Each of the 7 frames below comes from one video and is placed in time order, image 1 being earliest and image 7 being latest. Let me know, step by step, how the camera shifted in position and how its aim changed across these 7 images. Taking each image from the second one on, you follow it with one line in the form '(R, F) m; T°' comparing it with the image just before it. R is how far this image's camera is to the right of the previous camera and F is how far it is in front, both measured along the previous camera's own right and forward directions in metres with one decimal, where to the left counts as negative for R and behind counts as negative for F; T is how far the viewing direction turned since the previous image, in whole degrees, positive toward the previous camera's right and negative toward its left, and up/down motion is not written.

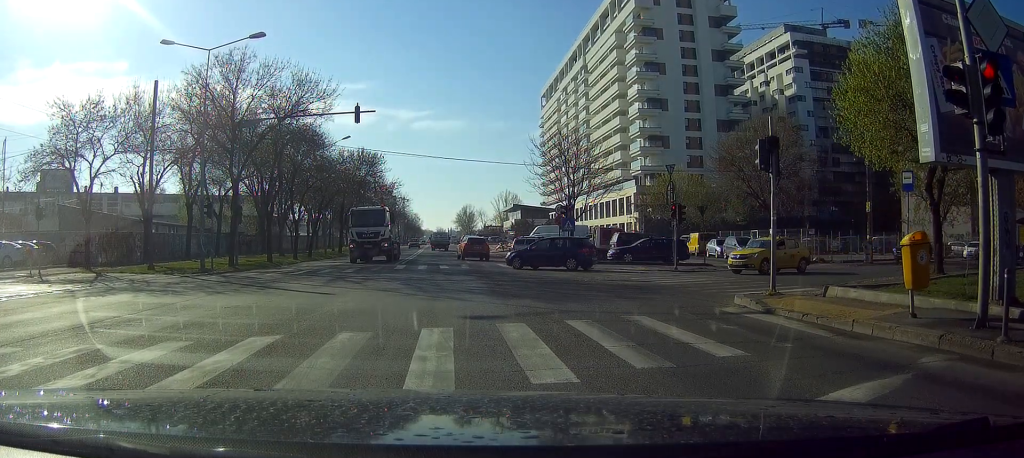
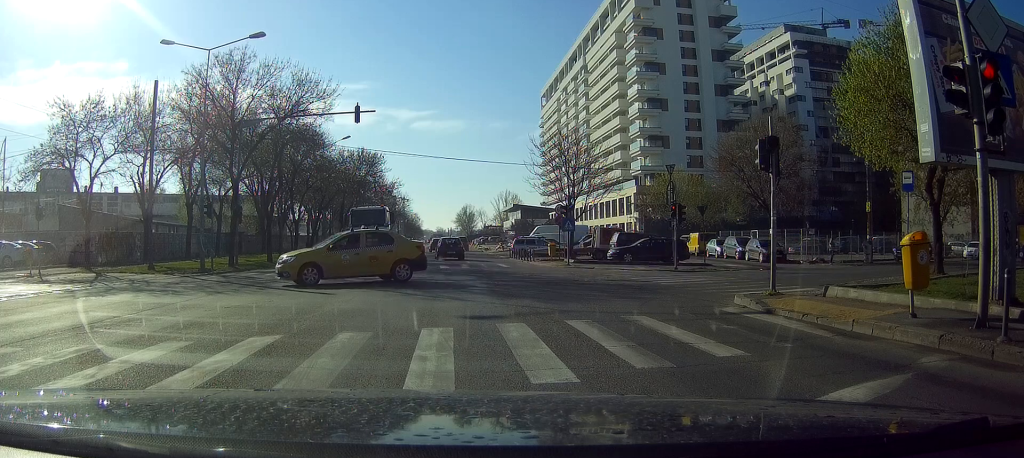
(0.0, +0.4) m; 0°
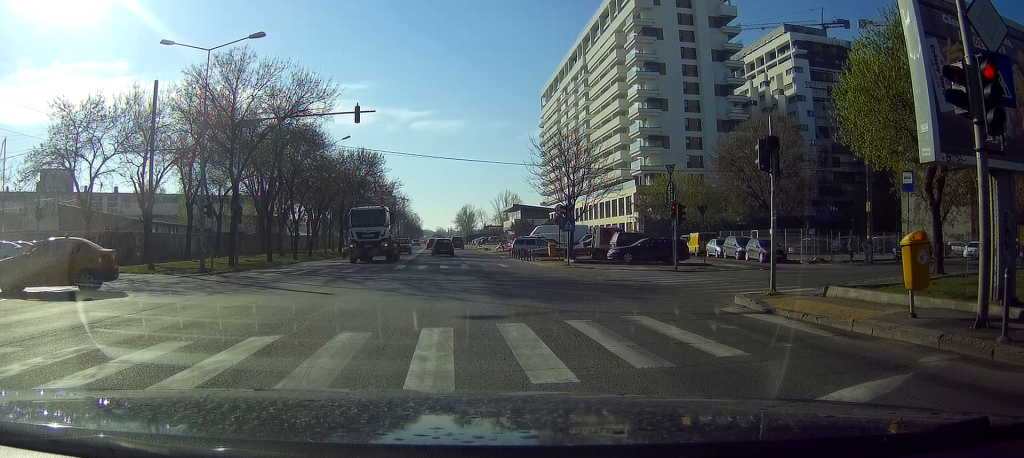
(0.0, 0.0) m; 0°
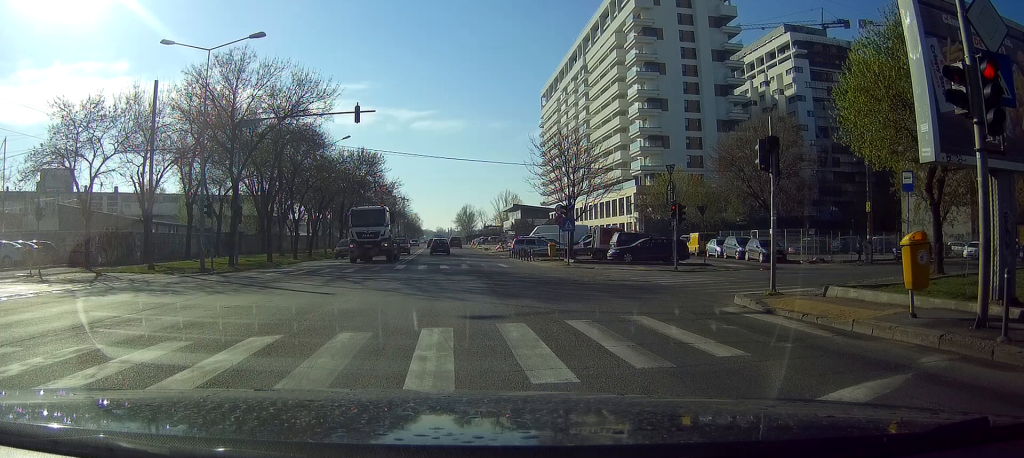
(0.0, 0.0) m; 0°
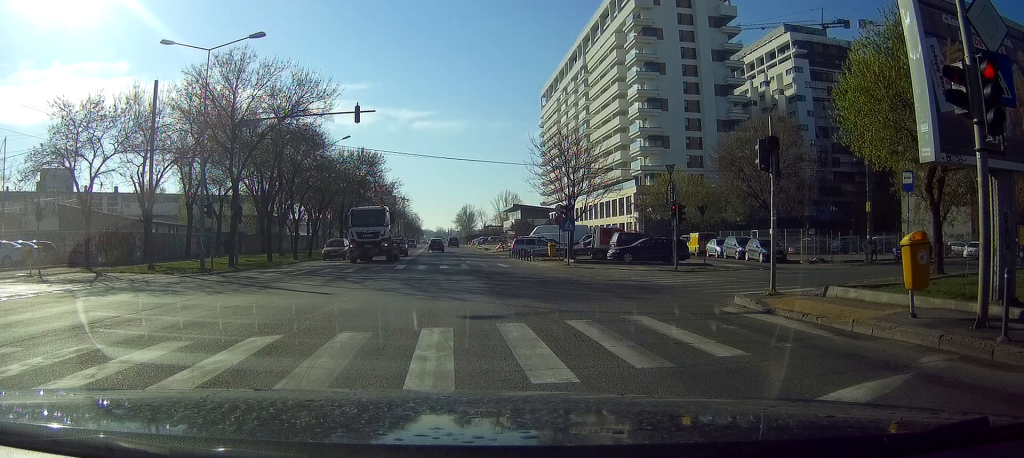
(0.0, +0.2) m; 0°
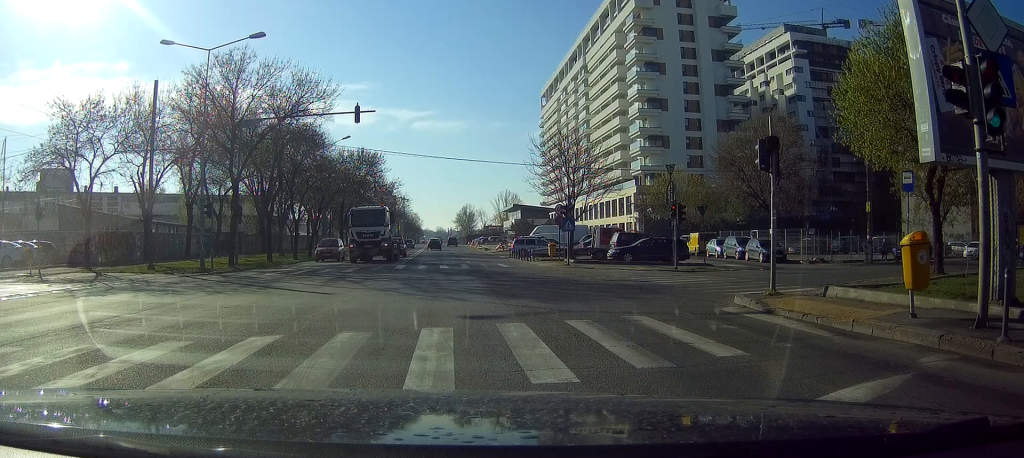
(0.0, 0.0) m; 0°
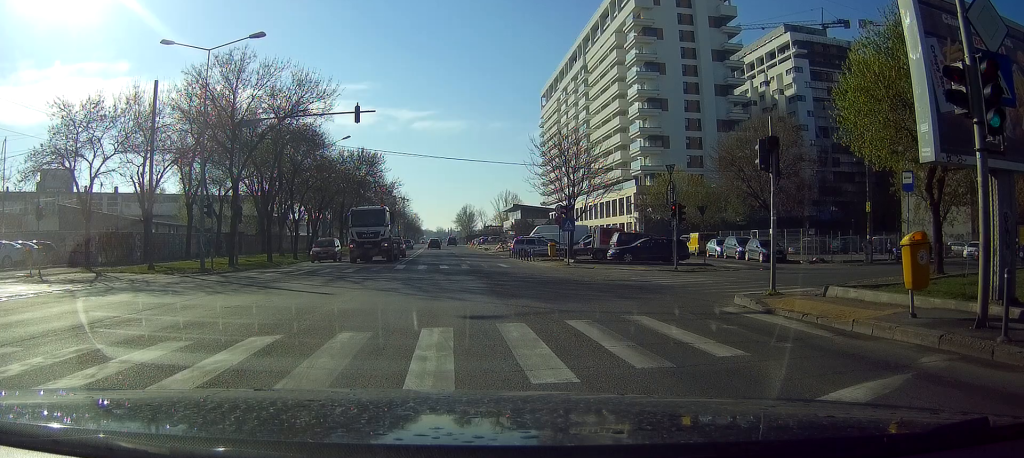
(0.0, +0.1) m; 0°
